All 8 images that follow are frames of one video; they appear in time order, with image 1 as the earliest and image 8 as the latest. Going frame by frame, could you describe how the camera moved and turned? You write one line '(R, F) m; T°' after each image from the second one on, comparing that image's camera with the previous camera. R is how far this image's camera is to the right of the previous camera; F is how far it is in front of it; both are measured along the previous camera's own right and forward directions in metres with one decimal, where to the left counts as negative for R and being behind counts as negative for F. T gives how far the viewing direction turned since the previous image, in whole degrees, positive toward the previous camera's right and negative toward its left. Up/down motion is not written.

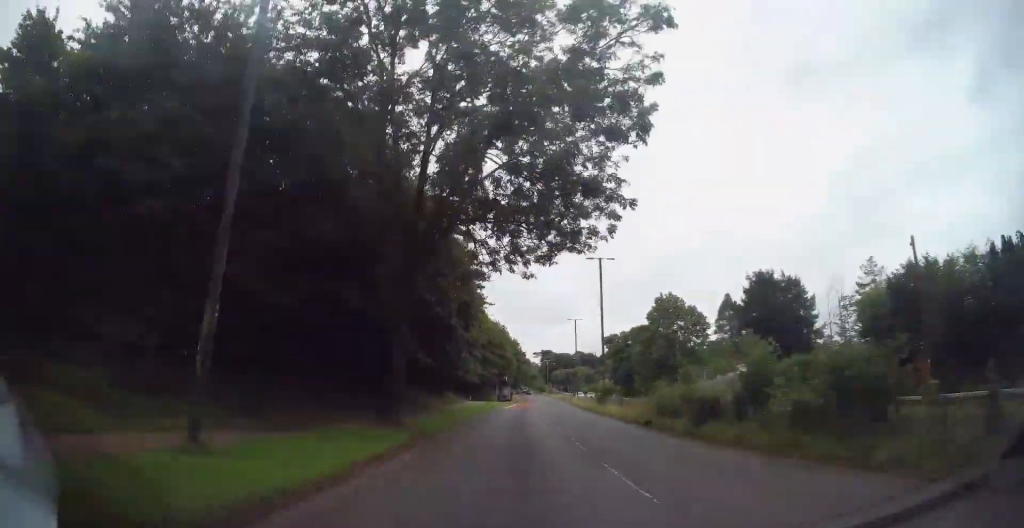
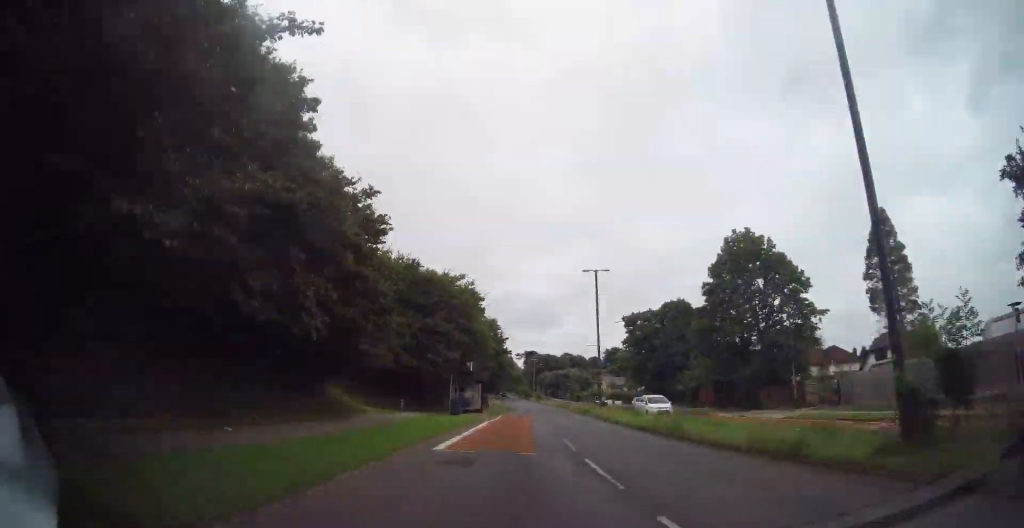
(+0.2, +35.5) m; +1°
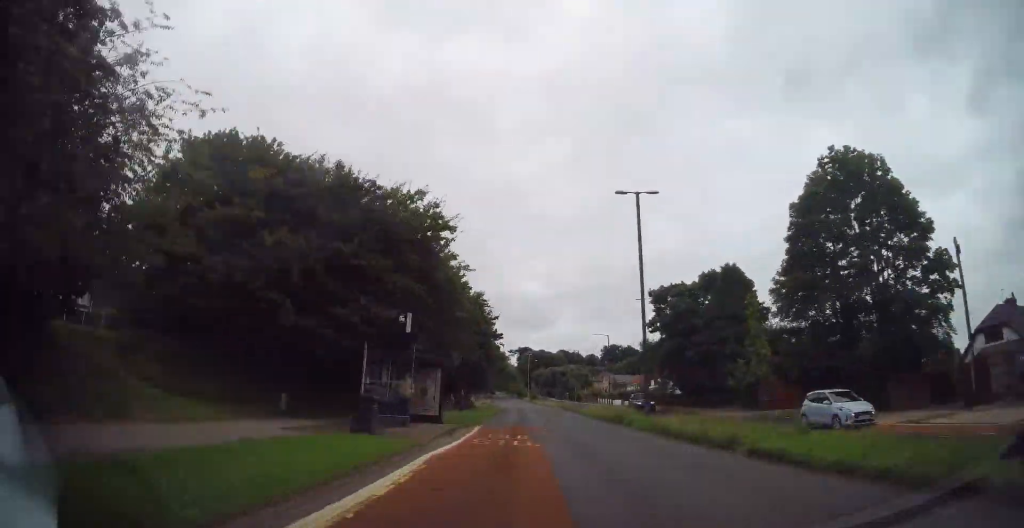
(+0.2, +19.0) m; 0°
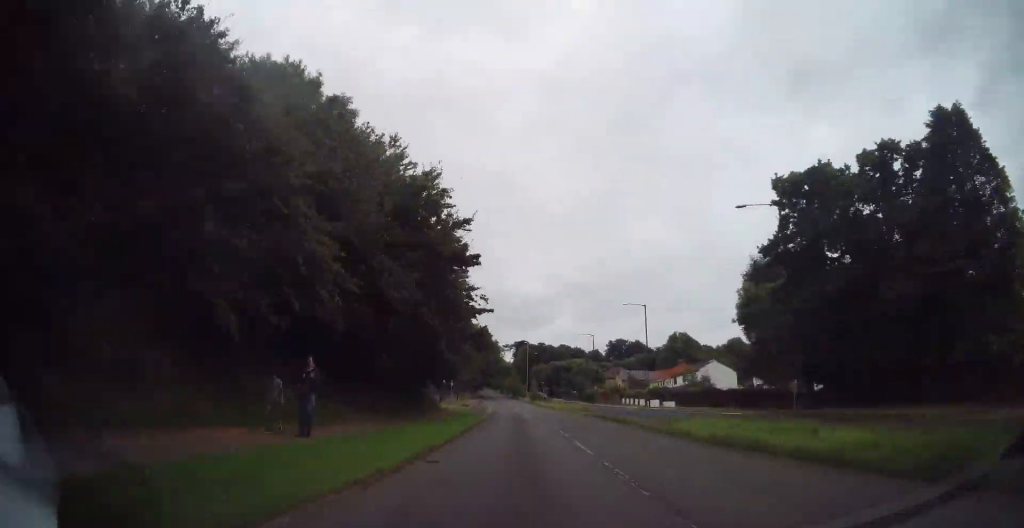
(+0.2, +30.9) m; 0°
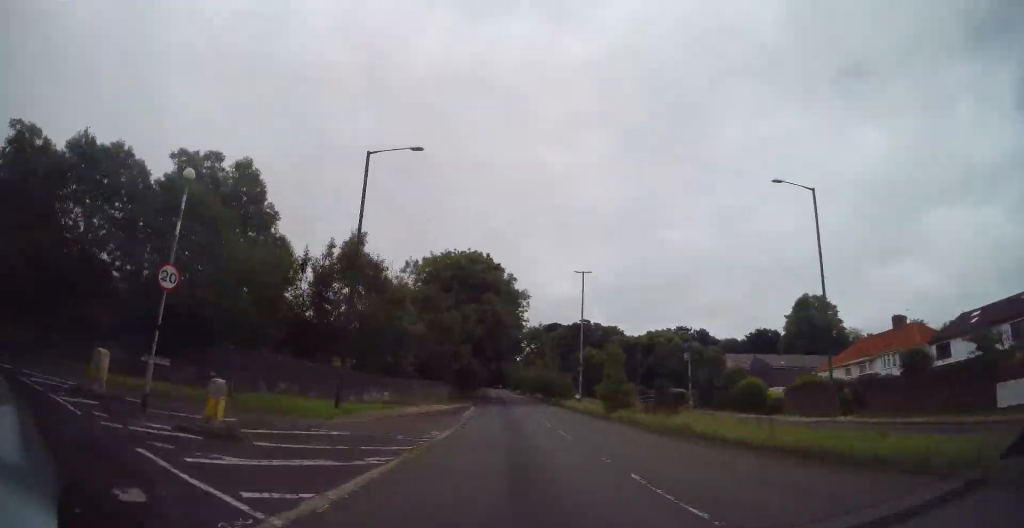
(-1.0, +66.5) m; -3°
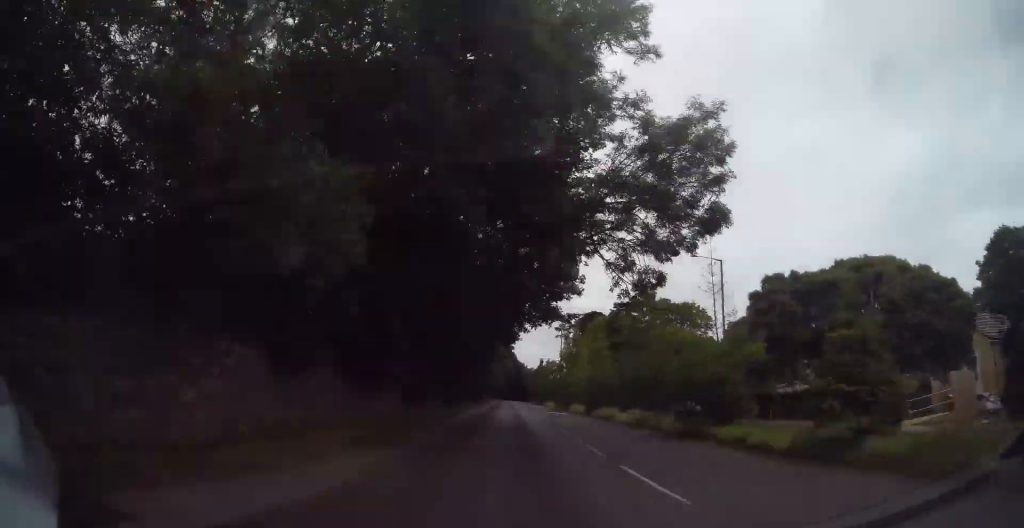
(-1.0, +44.1) m; -2°
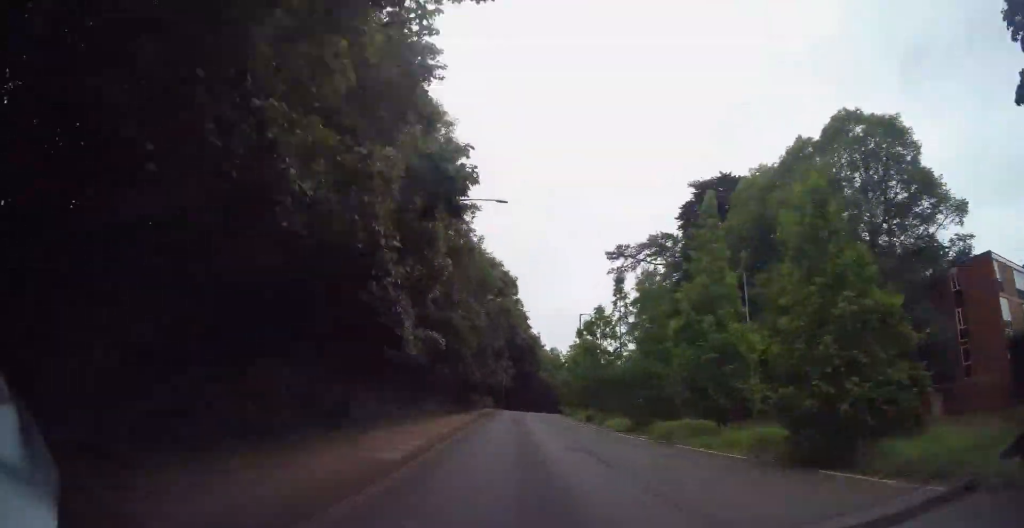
(-1.2, +81.1) m; 0°
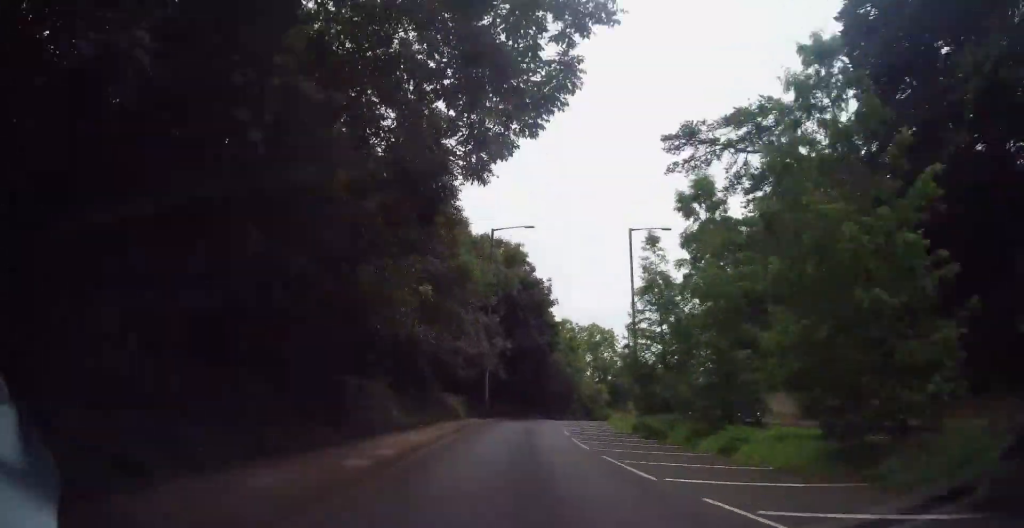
(+0.2, +29.6) m; +3°
